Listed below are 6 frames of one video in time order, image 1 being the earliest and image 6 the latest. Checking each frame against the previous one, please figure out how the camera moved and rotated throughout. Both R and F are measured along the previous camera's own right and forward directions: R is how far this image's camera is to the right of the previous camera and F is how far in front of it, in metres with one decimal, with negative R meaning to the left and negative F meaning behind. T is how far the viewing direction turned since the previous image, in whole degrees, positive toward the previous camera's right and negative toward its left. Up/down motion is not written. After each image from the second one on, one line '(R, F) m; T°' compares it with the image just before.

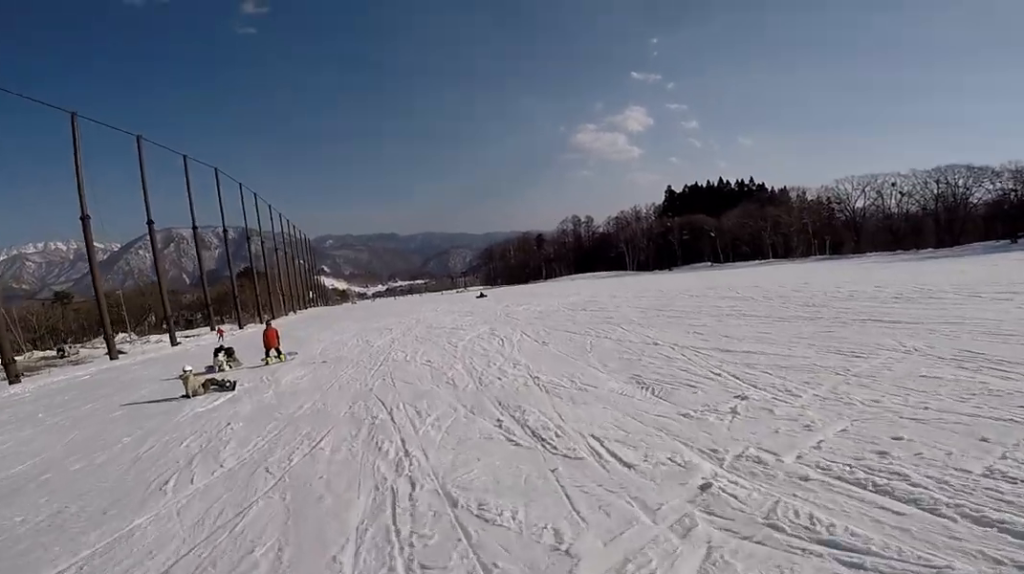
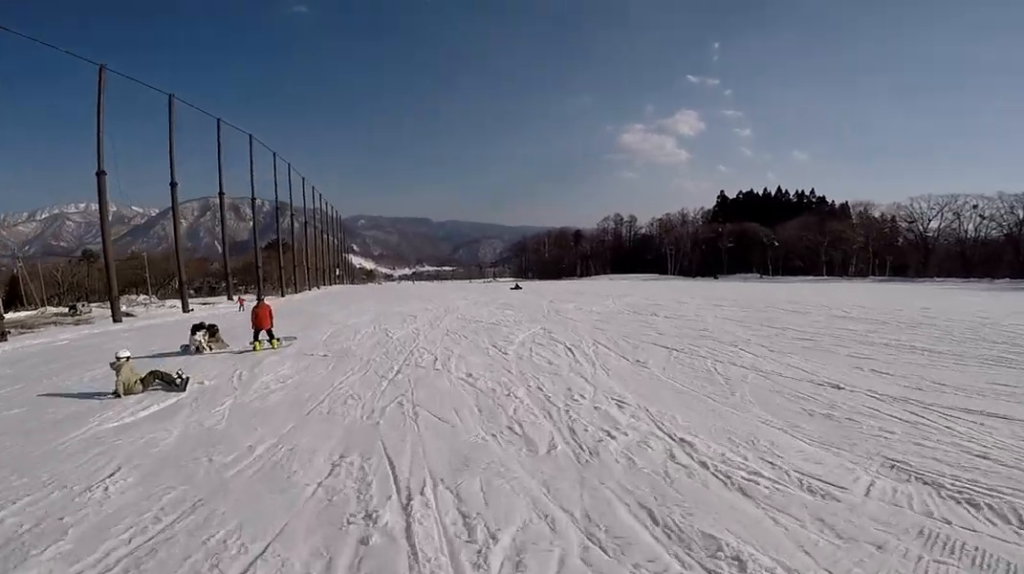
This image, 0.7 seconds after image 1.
(+0.4, +3.9) m; -6°
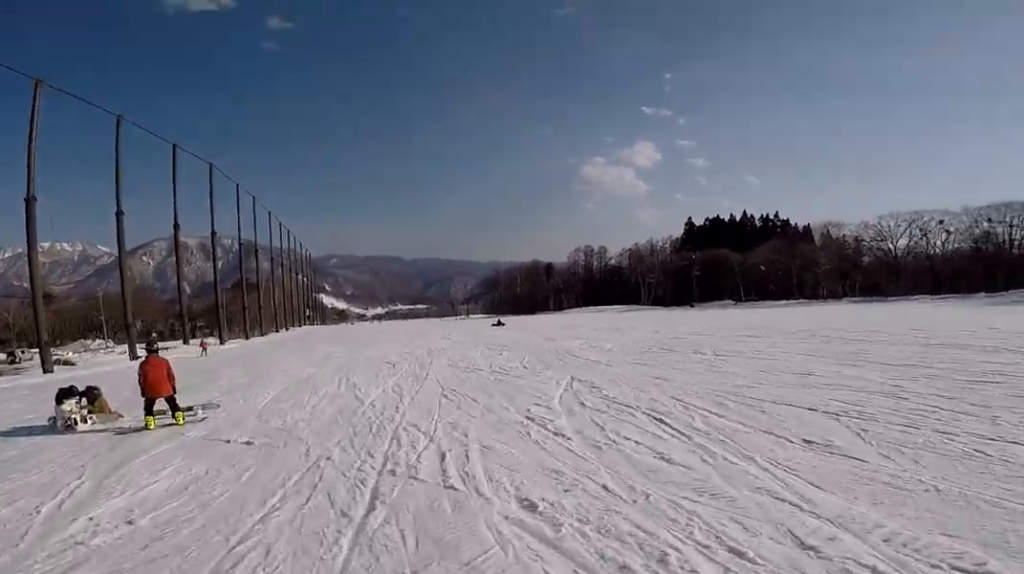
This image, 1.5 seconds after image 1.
(-1.4, +4.5) m; +1°
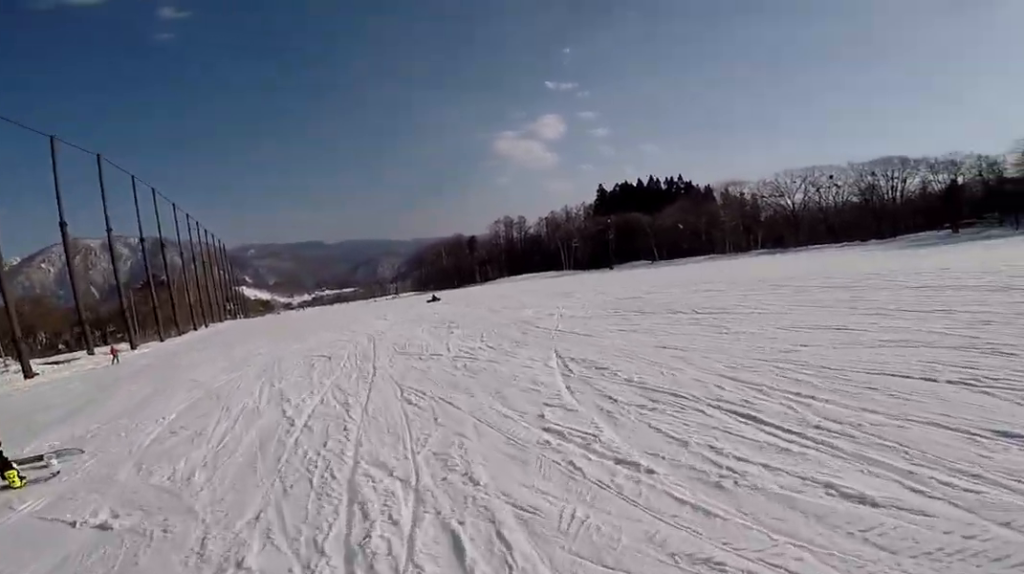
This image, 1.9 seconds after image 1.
(+0.4, +2.7) m; +6°
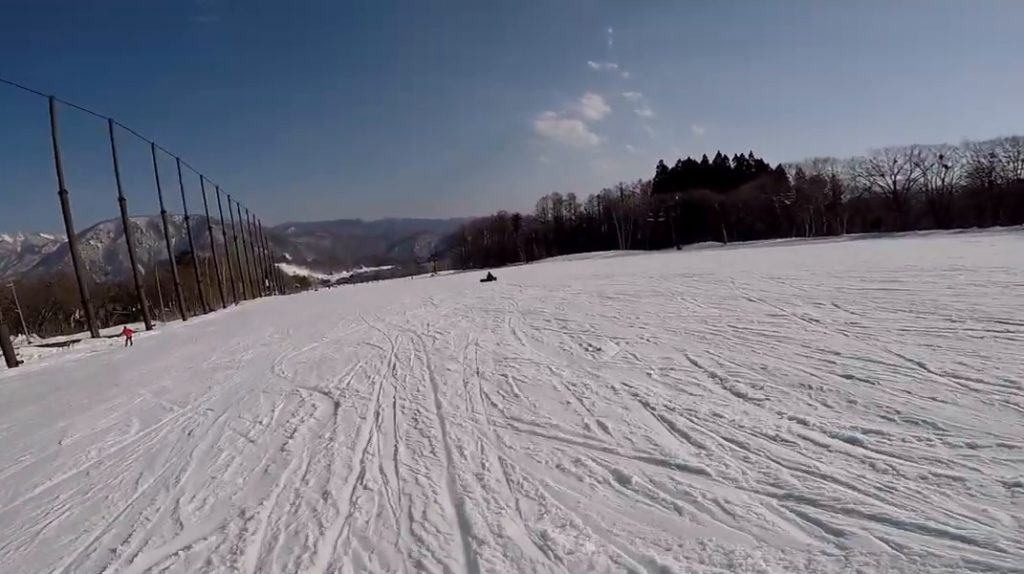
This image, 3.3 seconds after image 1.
(+1.6, +8.2) m; +1°
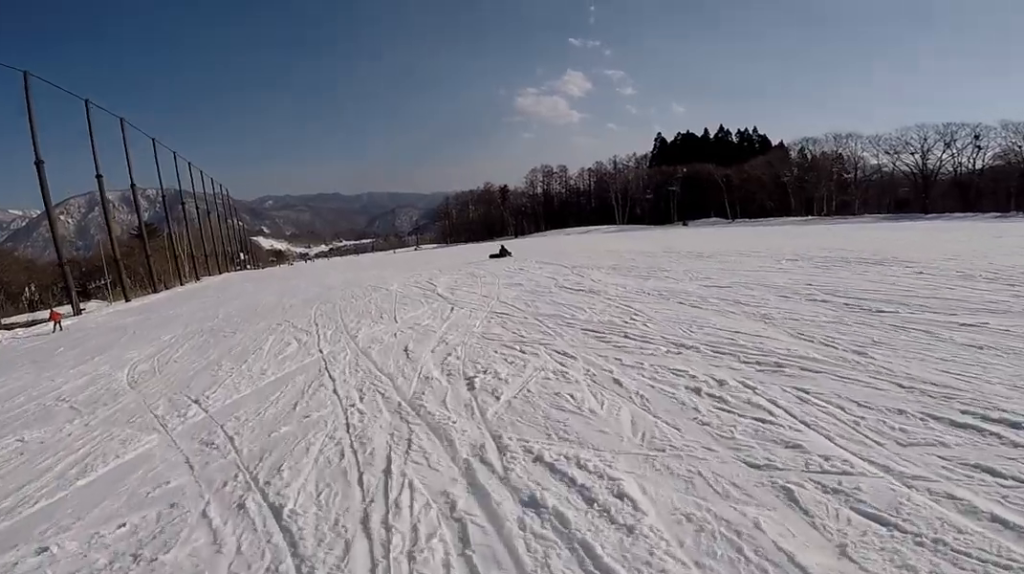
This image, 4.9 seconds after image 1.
(-1.5, +8.3) m; -6°
